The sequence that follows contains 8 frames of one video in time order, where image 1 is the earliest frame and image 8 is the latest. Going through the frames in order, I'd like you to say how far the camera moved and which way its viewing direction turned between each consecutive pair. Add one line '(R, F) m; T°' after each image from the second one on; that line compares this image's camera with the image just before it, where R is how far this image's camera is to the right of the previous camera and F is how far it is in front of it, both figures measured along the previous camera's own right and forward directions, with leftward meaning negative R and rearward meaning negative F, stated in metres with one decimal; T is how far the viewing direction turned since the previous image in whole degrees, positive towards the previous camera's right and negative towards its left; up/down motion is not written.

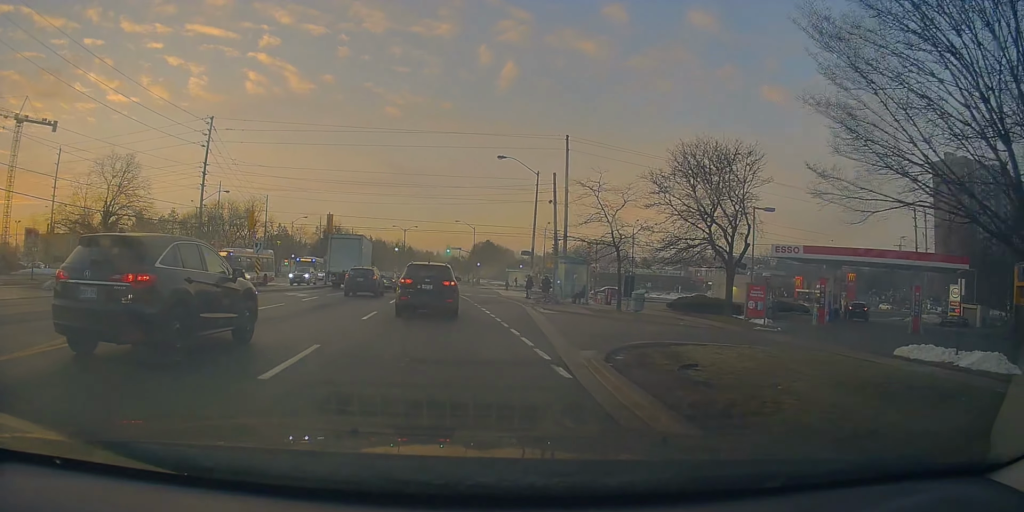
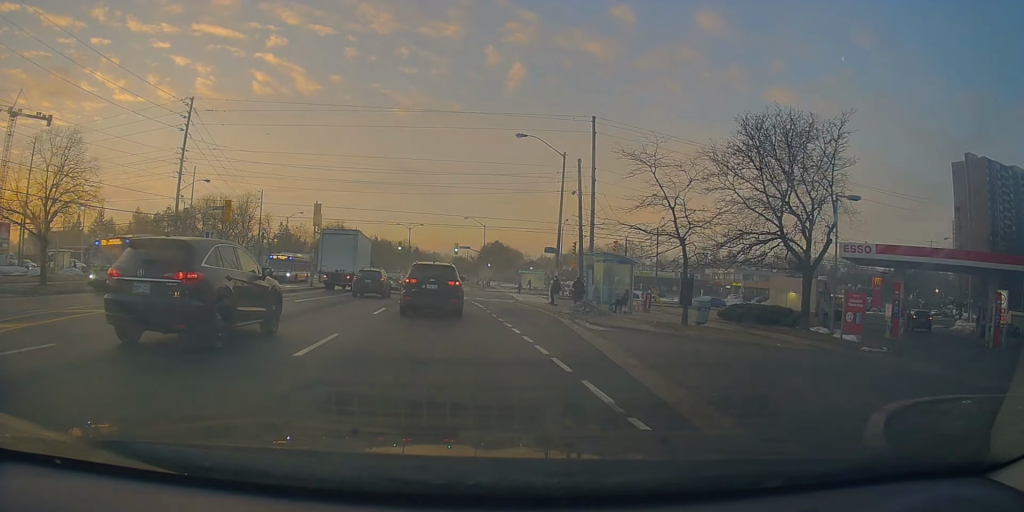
(+0.2, +7.4) m; 0°
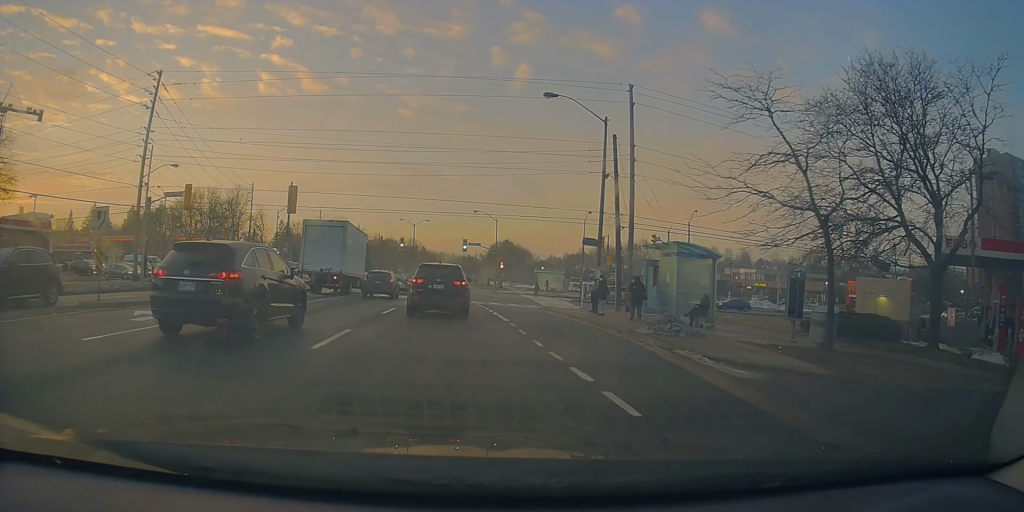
(-0.2, +8.4) m; -2°
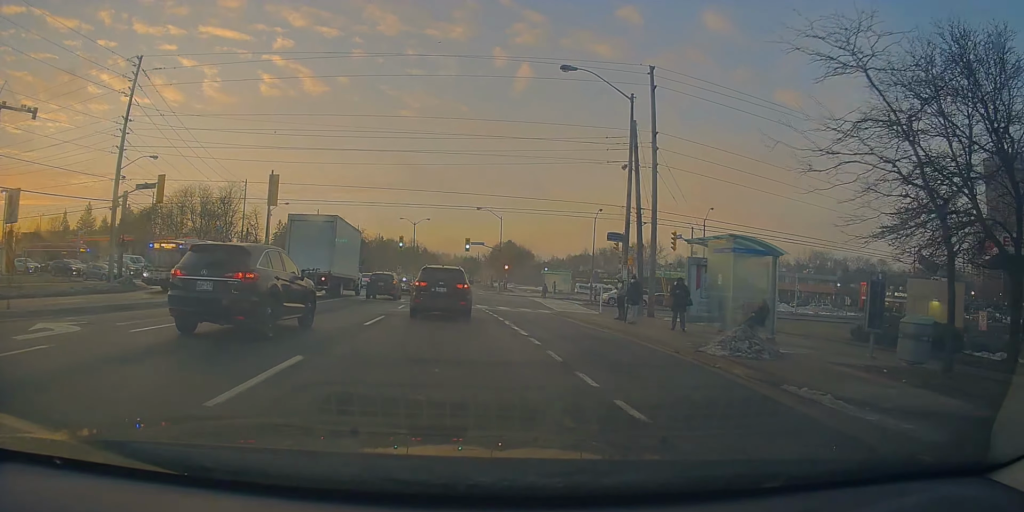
(-0.1, +4.1) m; 0°
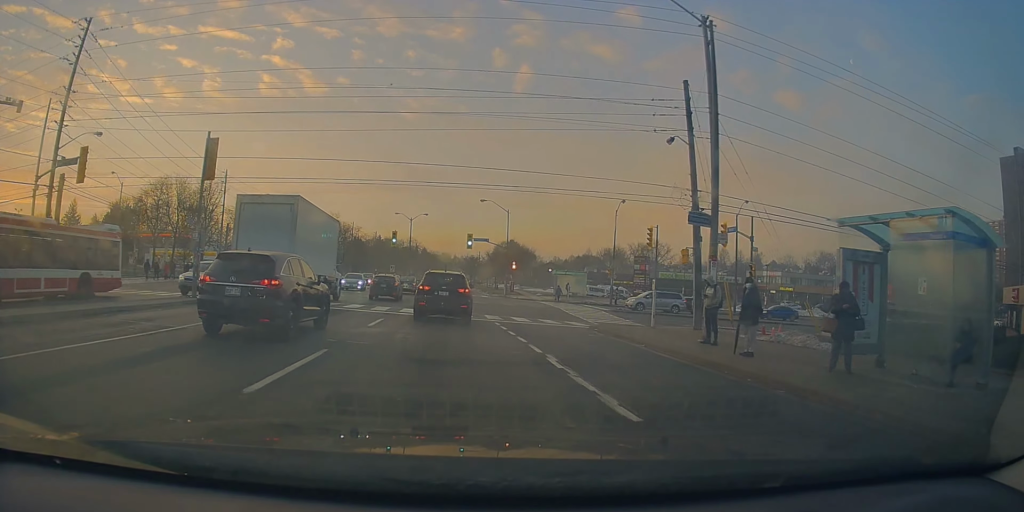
(0.0, +8.3) m; +1°
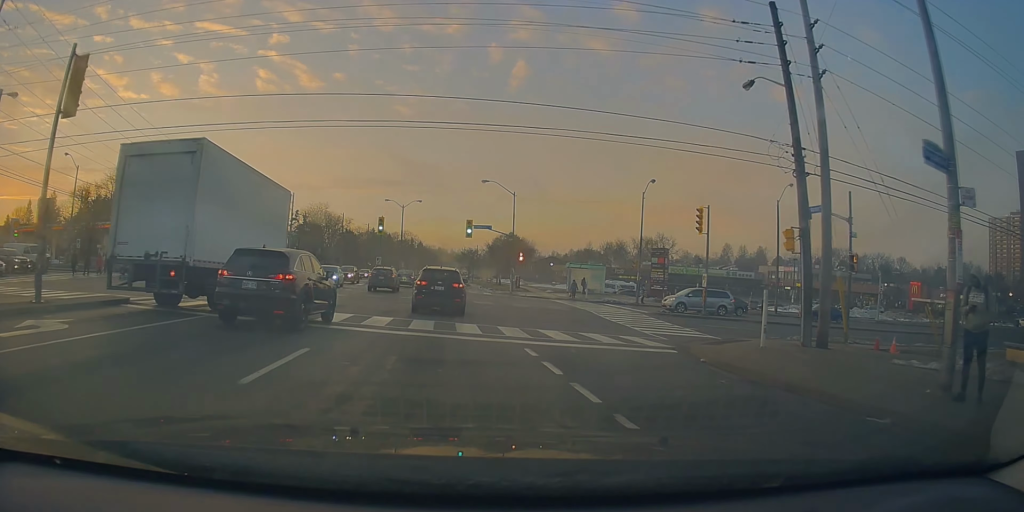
(+0.2, +9.0) m; +1°
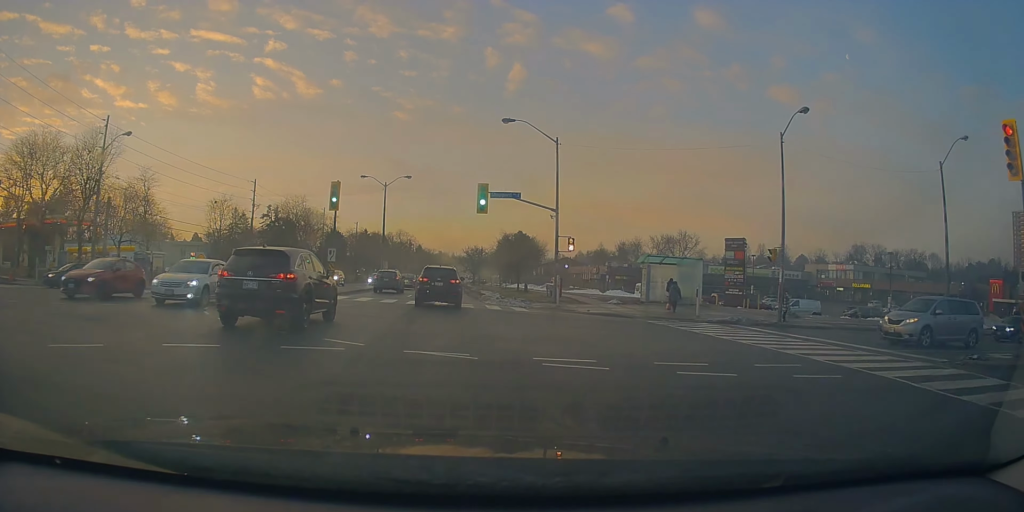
(-0.6, +21.2) m; -1°
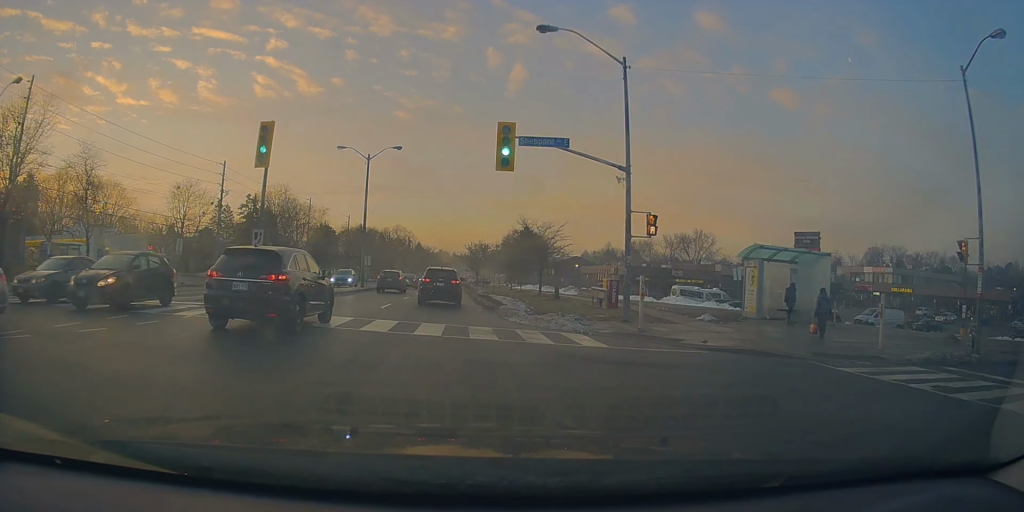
(+0.2, +12.8) m; +1°
